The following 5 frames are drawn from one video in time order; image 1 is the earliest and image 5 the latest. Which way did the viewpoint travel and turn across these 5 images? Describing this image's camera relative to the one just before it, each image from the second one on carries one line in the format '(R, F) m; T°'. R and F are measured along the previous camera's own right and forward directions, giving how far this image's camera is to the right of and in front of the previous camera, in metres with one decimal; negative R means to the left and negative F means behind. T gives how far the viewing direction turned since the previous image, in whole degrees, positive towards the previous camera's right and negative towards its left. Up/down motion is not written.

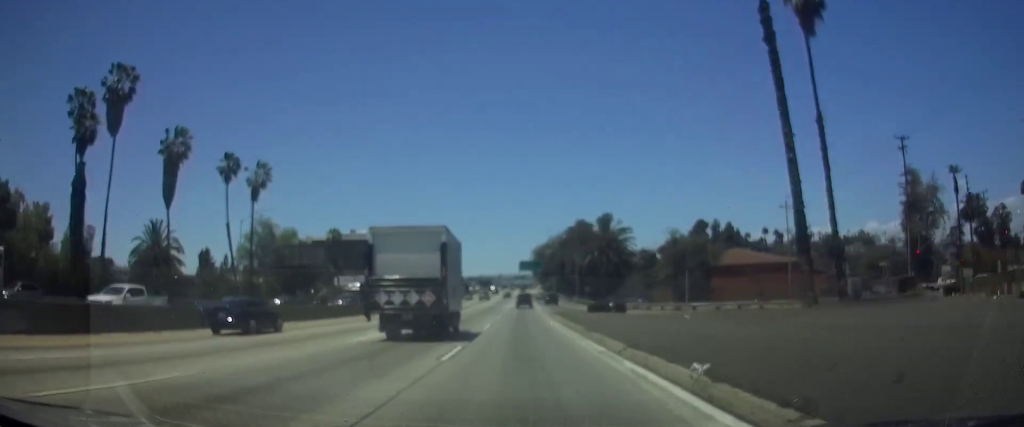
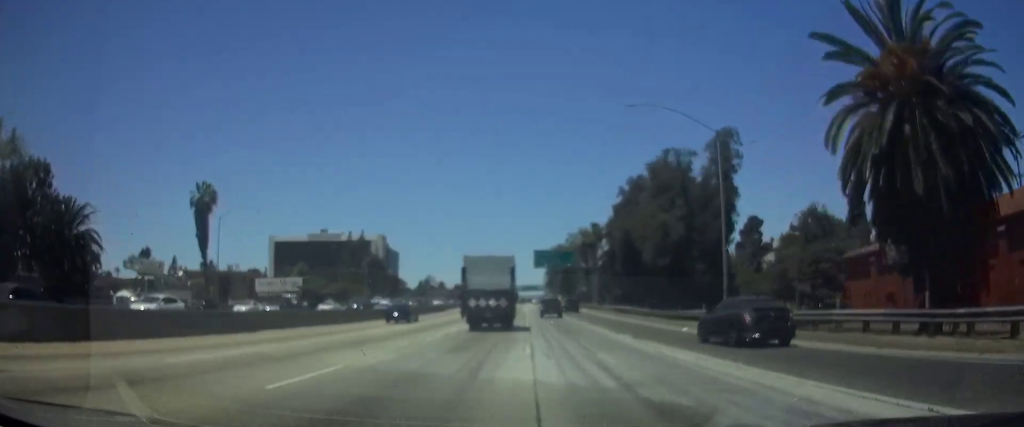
(-0.7, +70.0) m; 0°
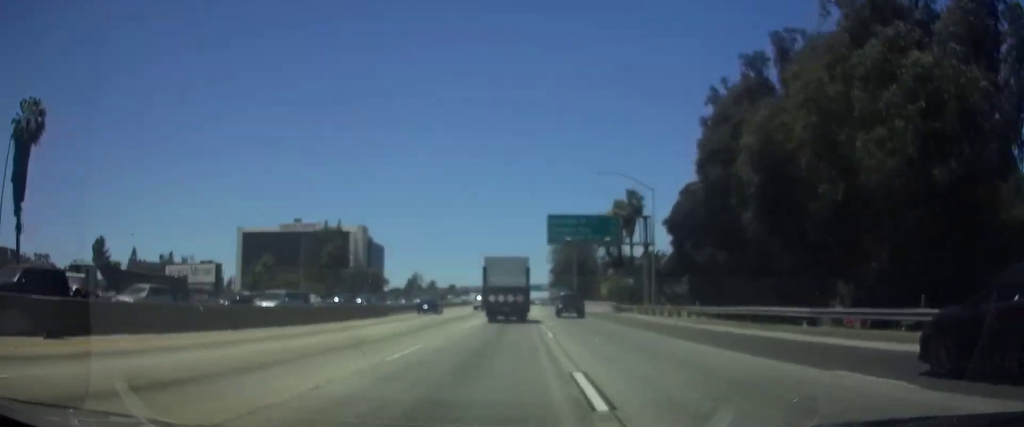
(0.0, +38.8) m; 0°
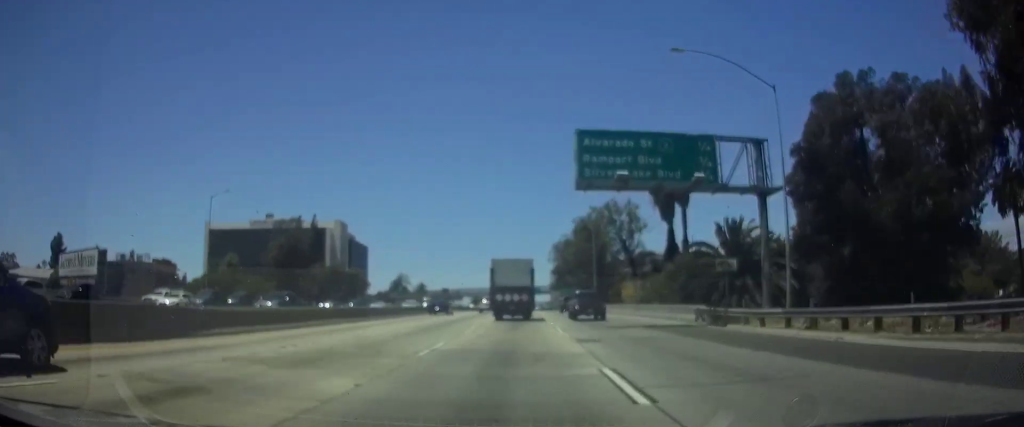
(+0.1, +29.1) m; 0°
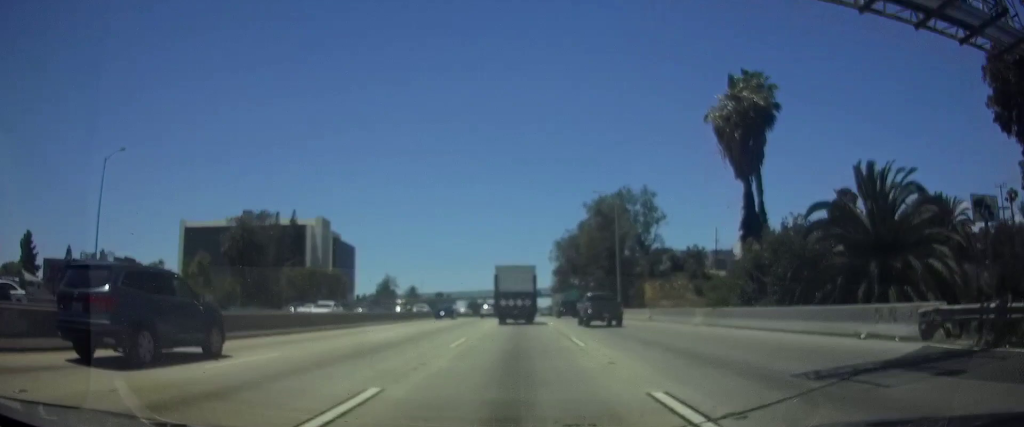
(-0.1, +19.8) m; 0°
